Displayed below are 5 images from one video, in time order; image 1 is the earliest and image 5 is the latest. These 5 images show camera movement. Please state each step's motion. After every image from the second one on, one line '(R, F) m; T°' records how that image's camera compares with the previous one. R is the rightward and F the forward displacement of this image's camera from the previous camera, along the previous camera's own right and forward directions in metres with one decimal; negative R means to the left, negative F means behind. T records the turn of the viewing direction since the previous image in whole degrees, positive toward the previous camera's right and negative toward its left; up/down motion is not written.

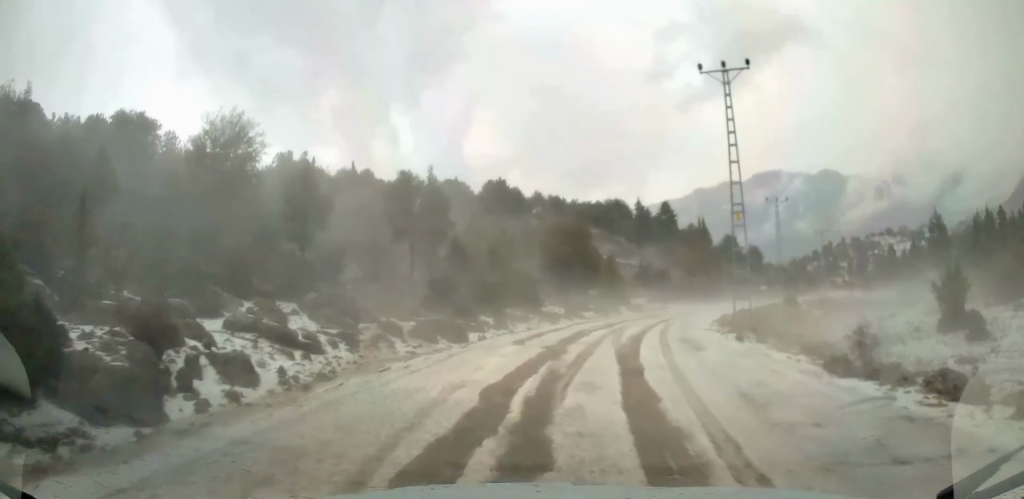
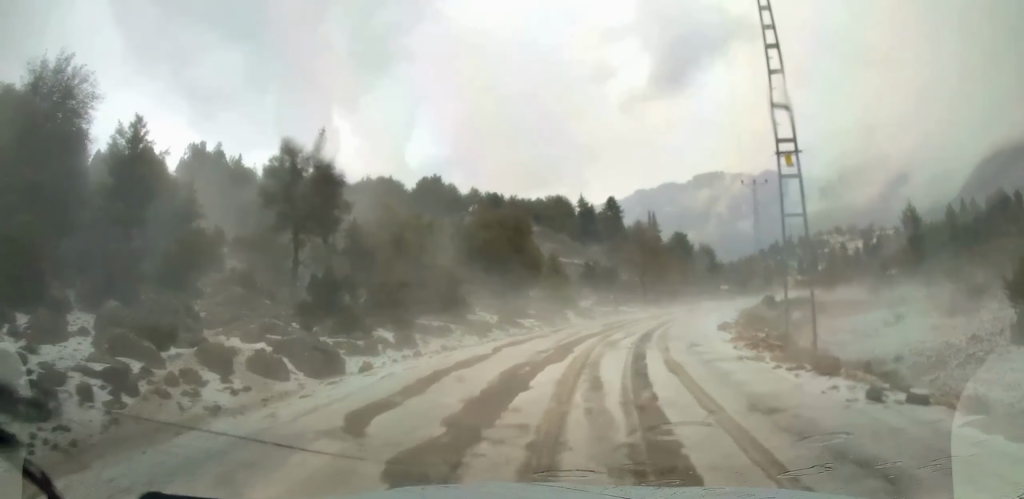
(+0.5, +10.3) m; +6°
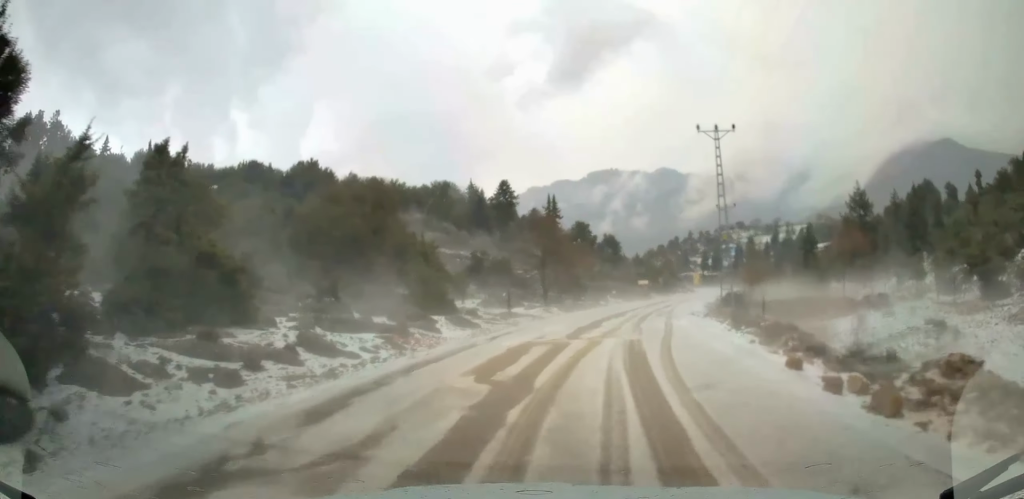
(+1.5, +16.7) m; +10°
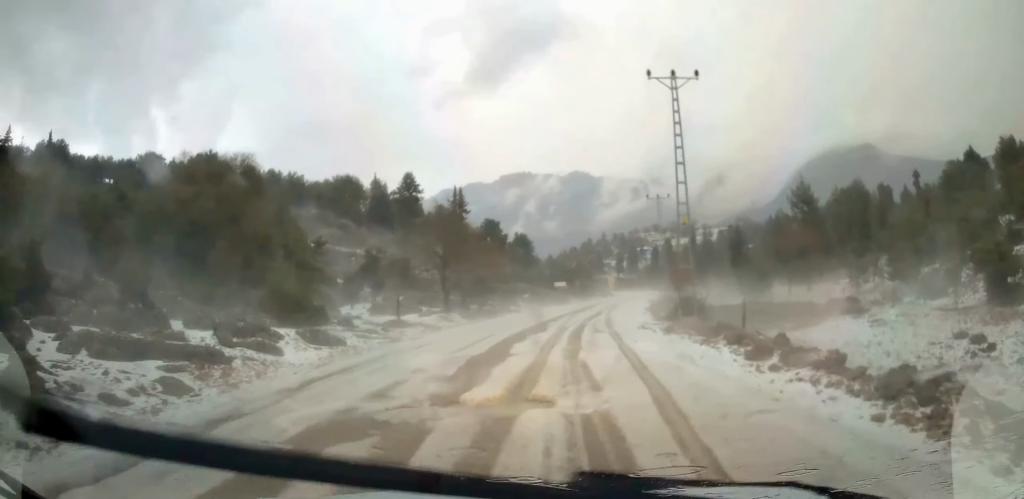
(+0.5, +9.4) m; +6°
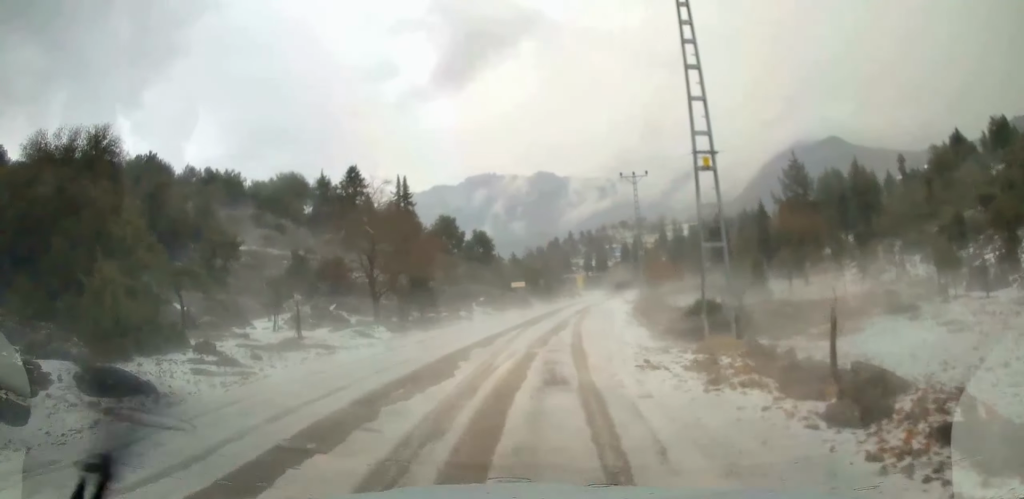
(+1.1, +11.7) m; +5°
